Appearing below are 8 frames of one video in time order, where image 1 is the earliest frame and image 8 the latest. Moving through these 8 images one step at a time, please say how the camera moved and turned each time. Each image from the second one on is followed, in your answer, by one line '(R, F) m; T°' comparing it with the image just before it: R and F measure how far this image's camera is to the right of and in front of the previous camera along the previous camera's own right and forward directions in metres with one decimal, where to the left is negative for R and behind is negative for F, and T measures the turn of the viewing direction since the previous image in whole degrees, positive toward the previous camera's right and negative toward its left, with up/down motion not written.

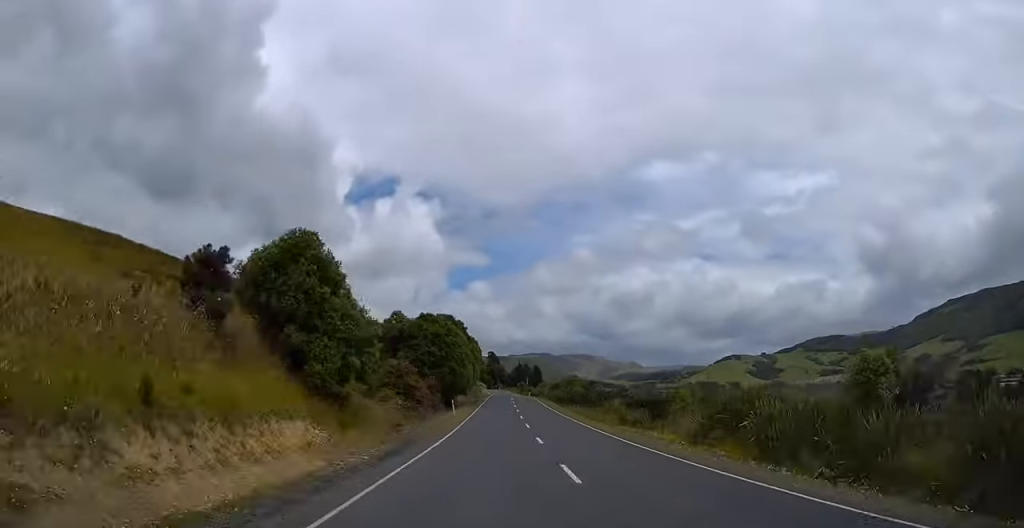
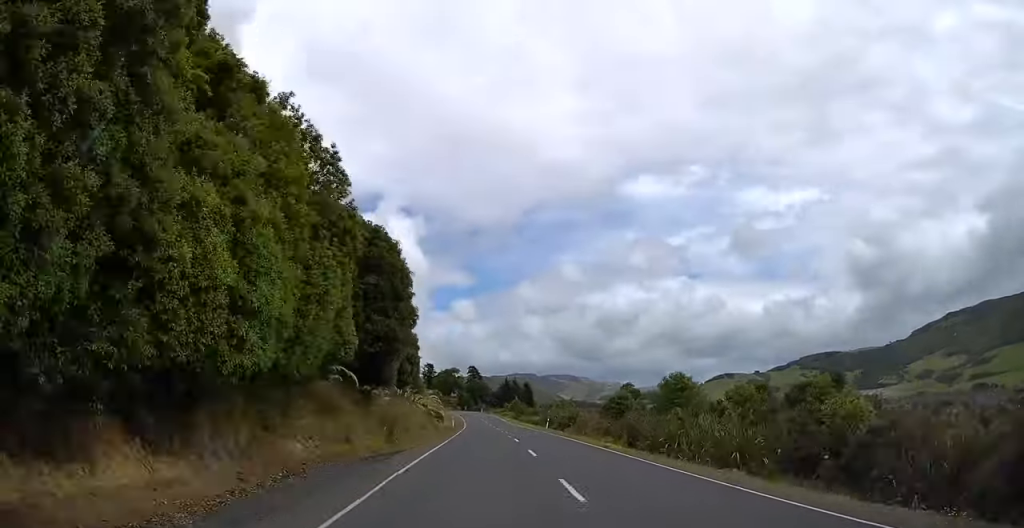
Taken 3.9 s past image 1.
(+0.3, +81.0) m; -1°
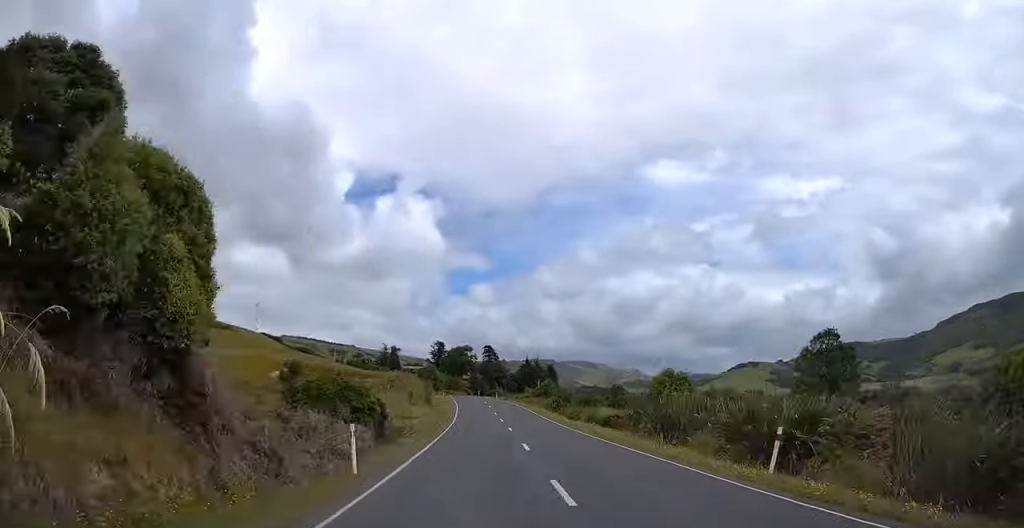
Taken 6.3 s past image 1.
(+0.5, +50.4) m; -1°
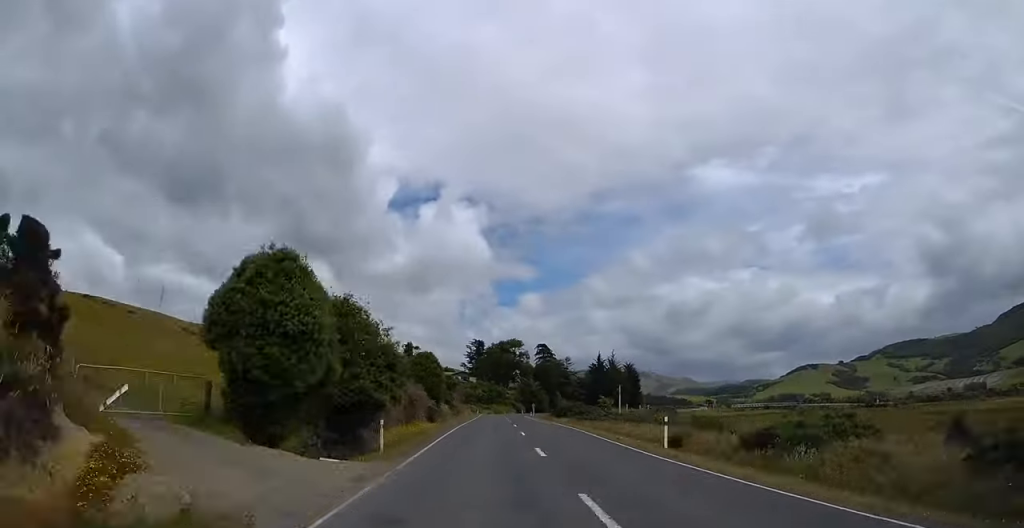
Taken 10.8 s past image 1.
(-3.5, +91.8) m; -2°
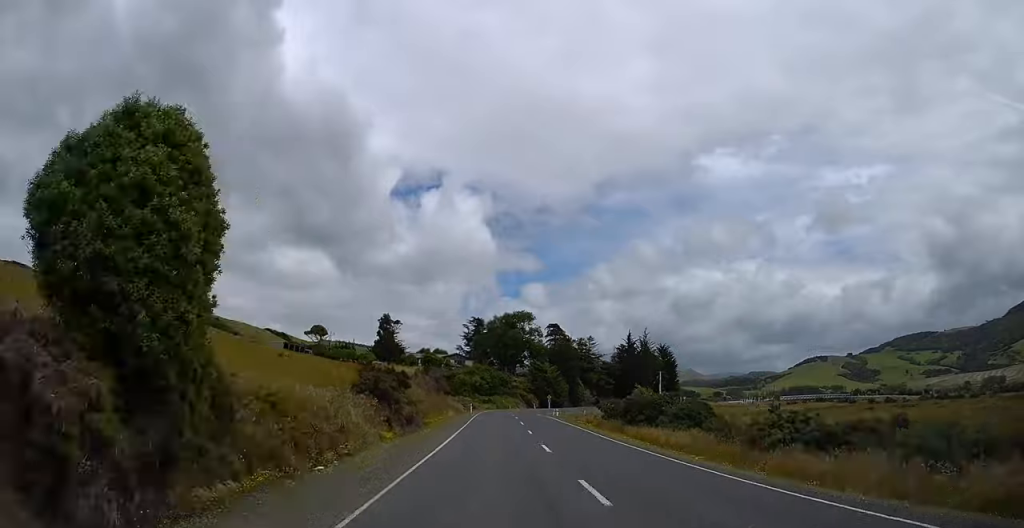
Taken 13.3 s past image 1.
(-0.6, +48.5) m; +1°
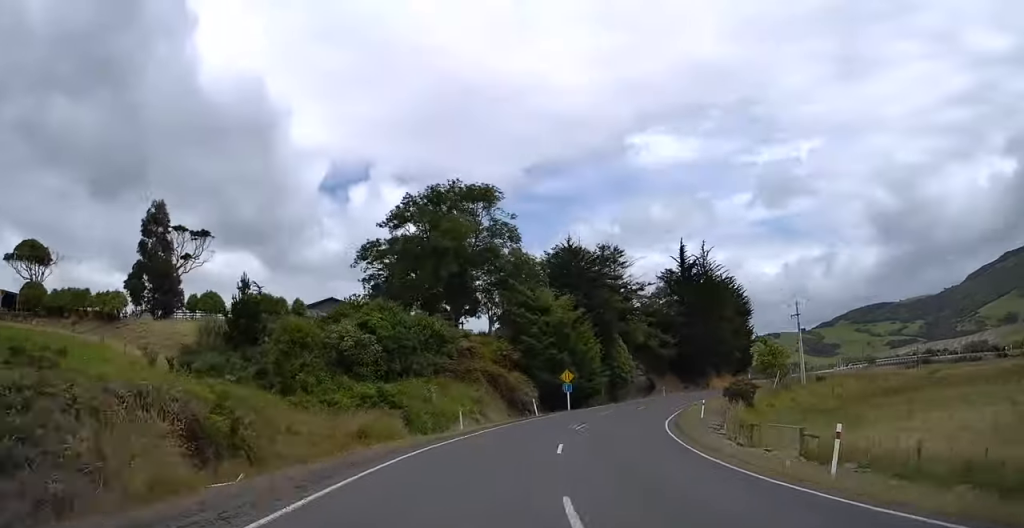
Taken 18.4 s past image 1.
(+3.6, +86.0) m; +15°
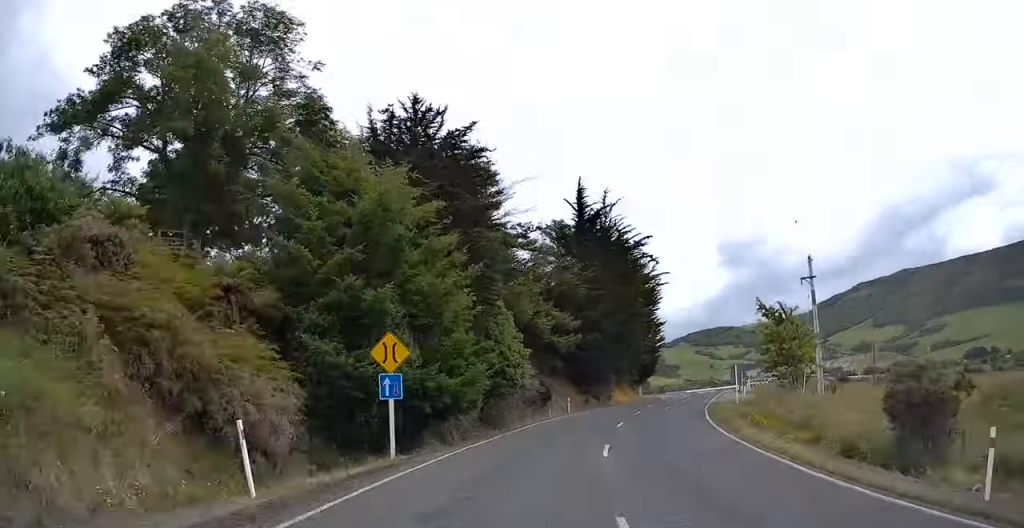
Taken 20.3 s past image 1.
(+6.1, +24.4) m; +9°
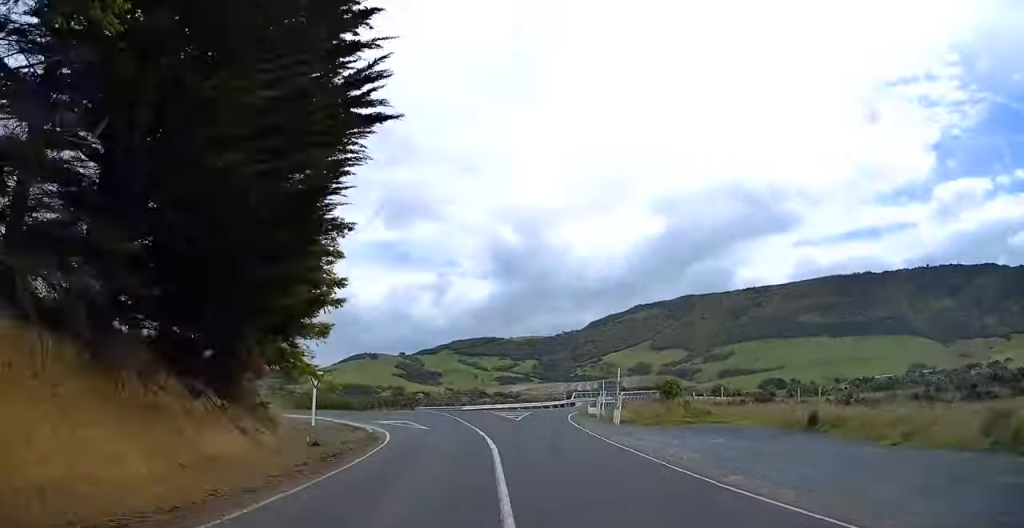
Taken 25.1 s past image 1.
(+9.0, +50.9) m; +12°
